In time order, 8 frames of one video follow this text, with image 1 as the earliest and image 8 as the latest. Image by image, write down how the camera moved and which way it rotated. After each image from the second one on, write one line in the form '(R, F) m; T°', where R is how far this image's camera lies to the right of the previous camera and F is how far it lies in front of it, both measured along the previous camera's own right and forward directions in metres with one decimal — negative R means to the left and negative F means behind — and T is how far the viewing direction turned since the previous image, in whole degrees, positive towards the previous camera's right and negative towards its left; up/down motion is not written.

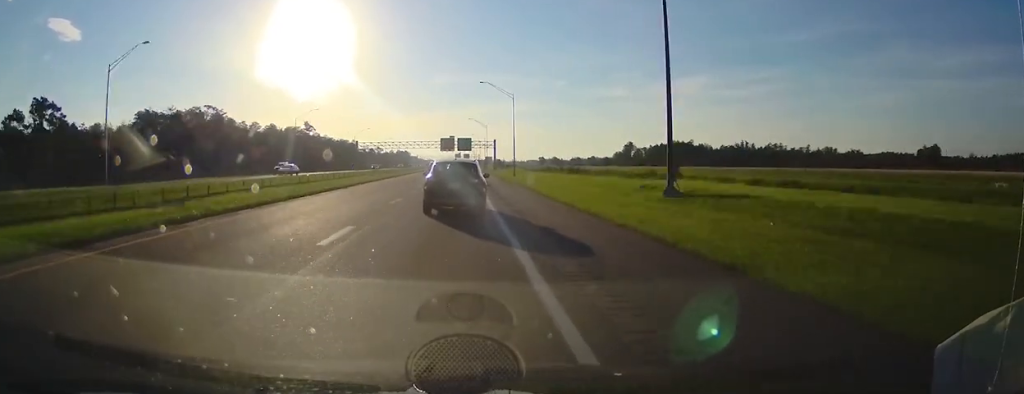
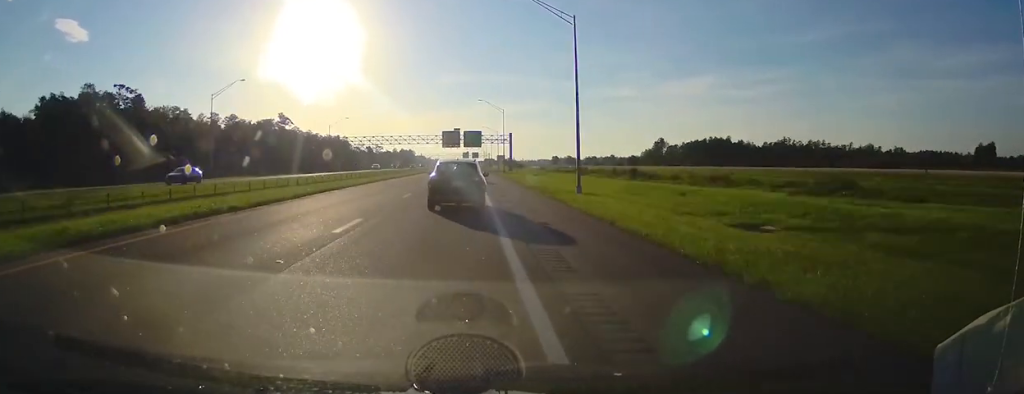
(-0.5, +45.5) m; 0°
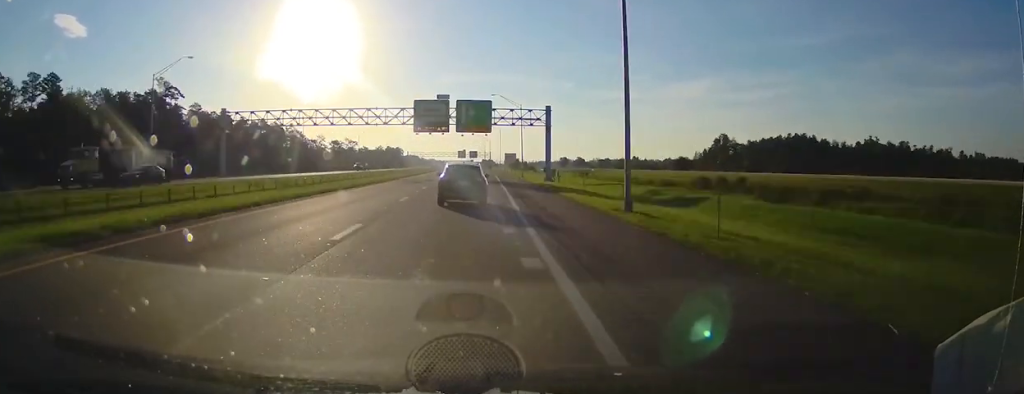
(0.0, +87.4) m; 0°
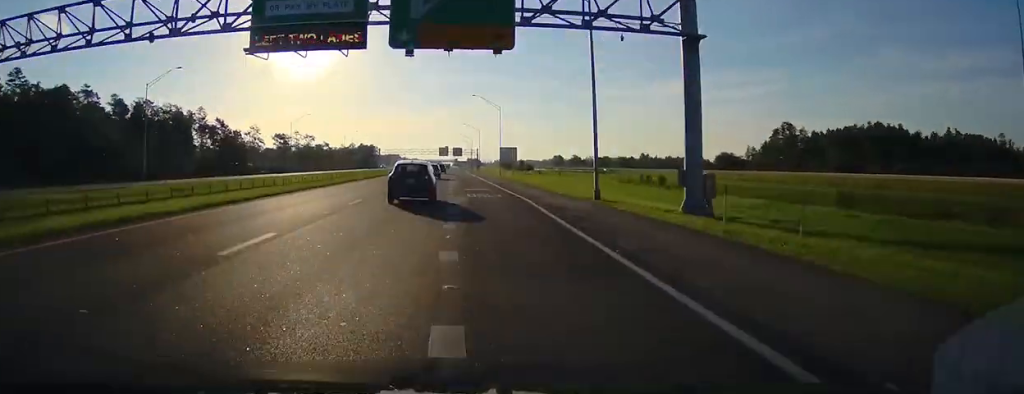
(+0.4, +63.1) m; 0°
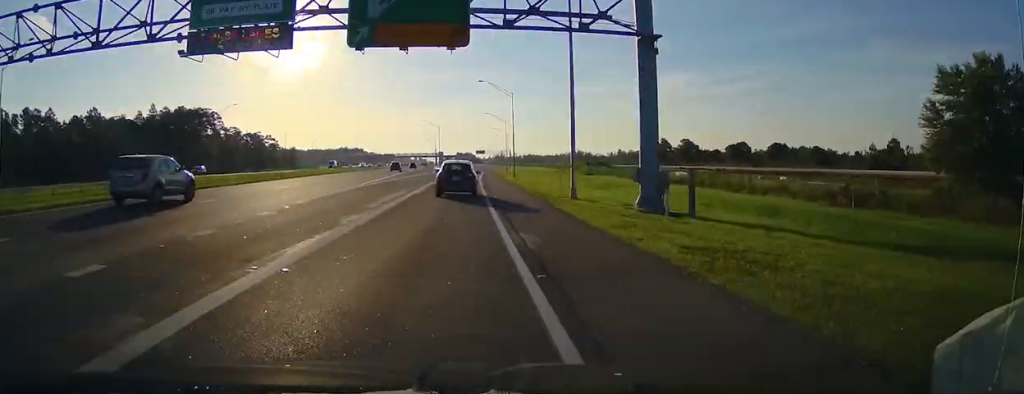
(+3.2, +302.2) m; +3°
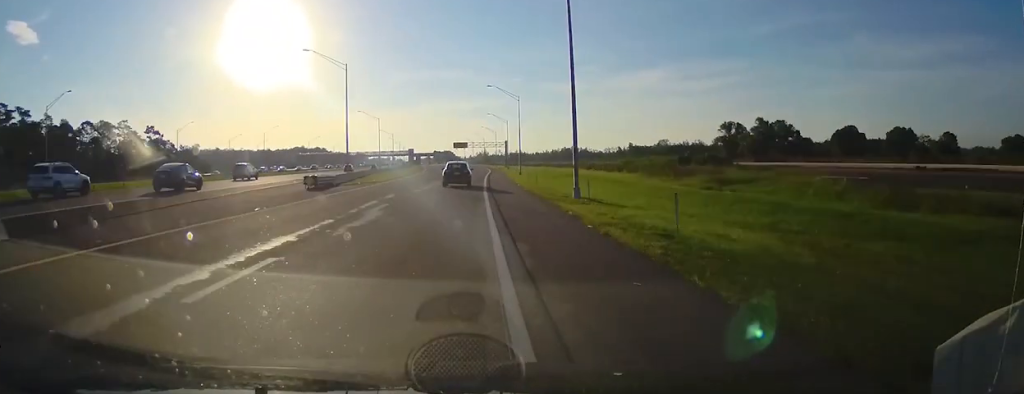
(+2.7, +108.7) m; 0°
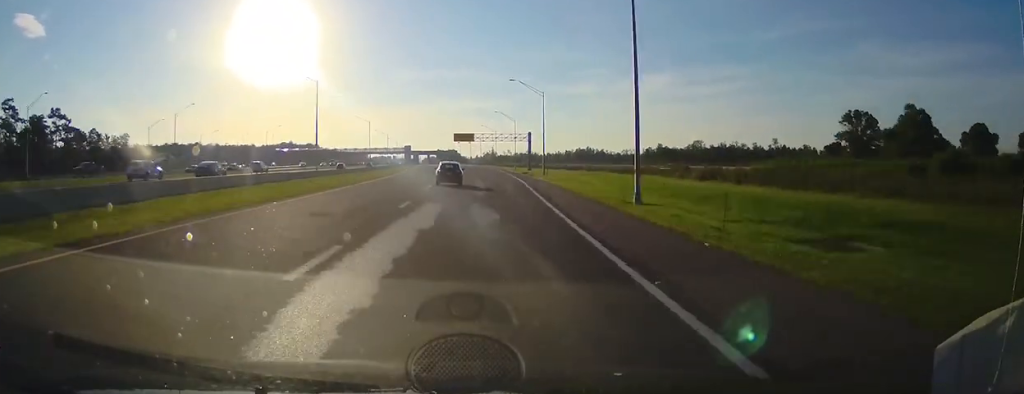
(-1.3, +61.3) m; 0°
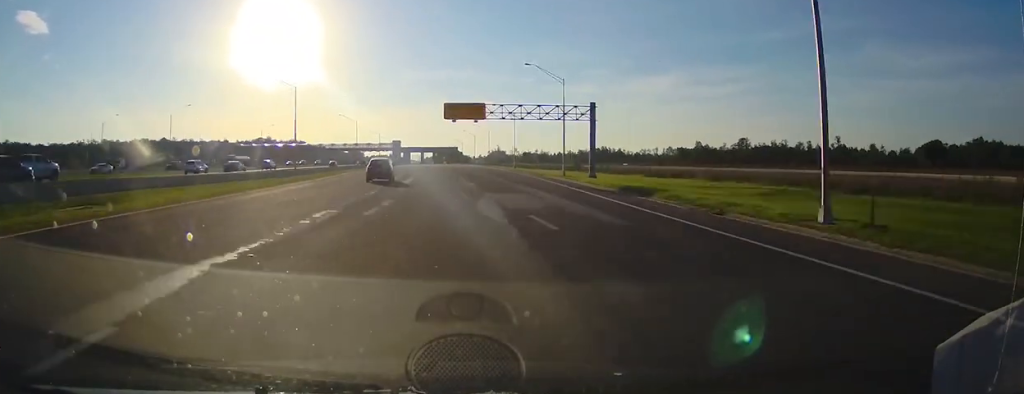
(-0.3, +70.2) m; 0°
